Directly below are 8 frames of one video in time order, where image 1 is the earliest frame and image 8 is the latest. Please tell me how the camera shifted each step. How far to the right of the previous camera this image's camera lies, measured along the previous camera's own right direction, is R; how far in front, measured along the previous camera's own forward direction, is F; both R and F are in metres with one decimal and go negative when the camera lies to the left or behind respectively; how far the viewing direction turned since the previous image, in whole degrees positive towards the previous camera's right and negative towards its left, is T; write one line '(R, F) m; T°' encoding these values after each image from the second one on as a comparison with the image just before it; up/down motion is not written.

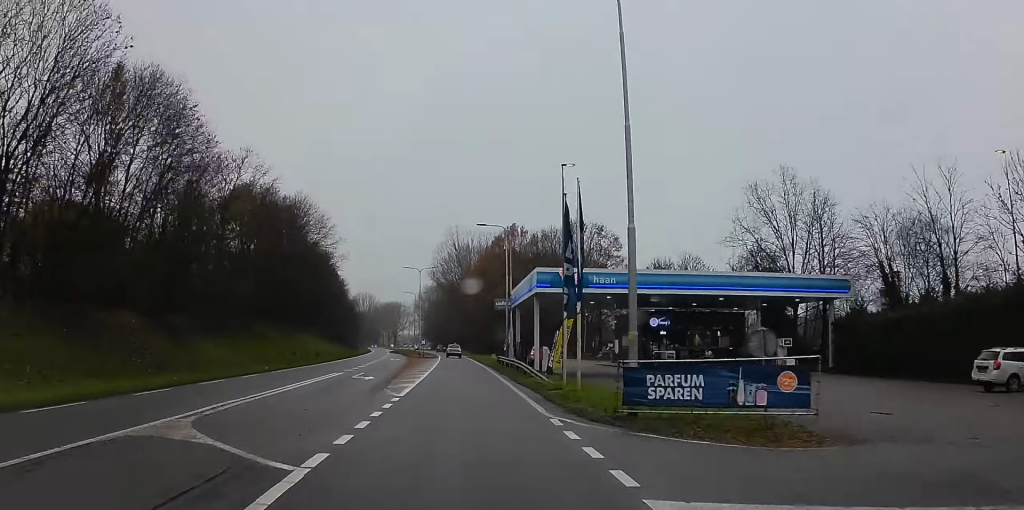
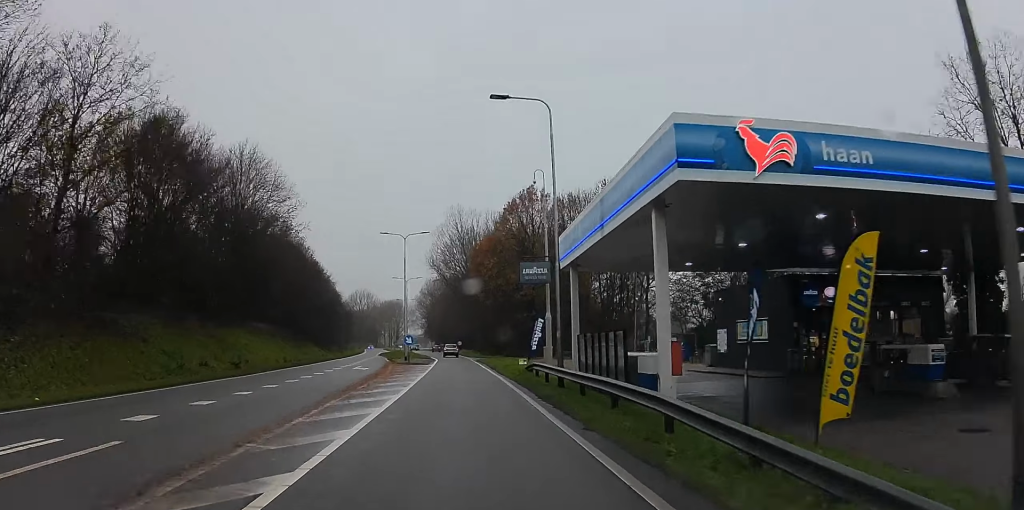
(+0.3, +26.5) m; 0°
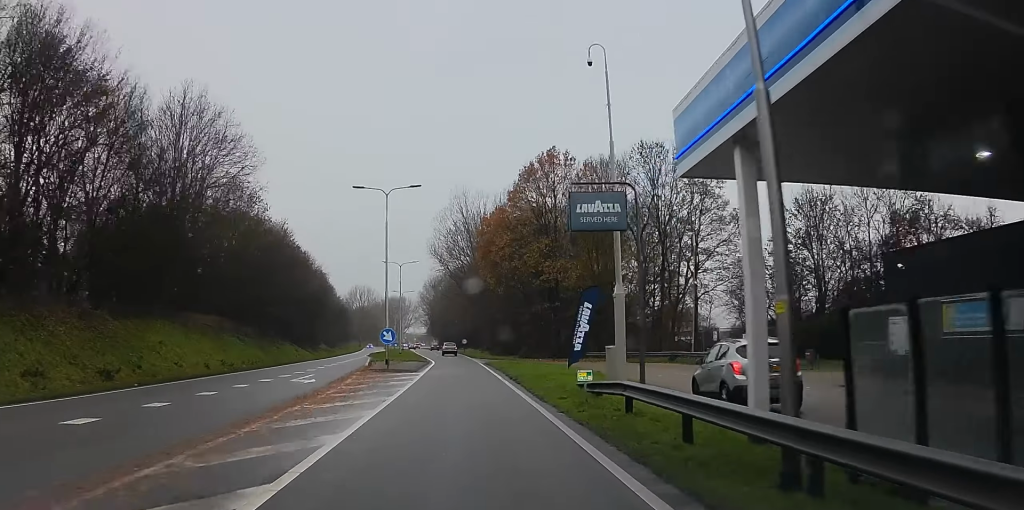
(-0.1, +17.0) m; +1°
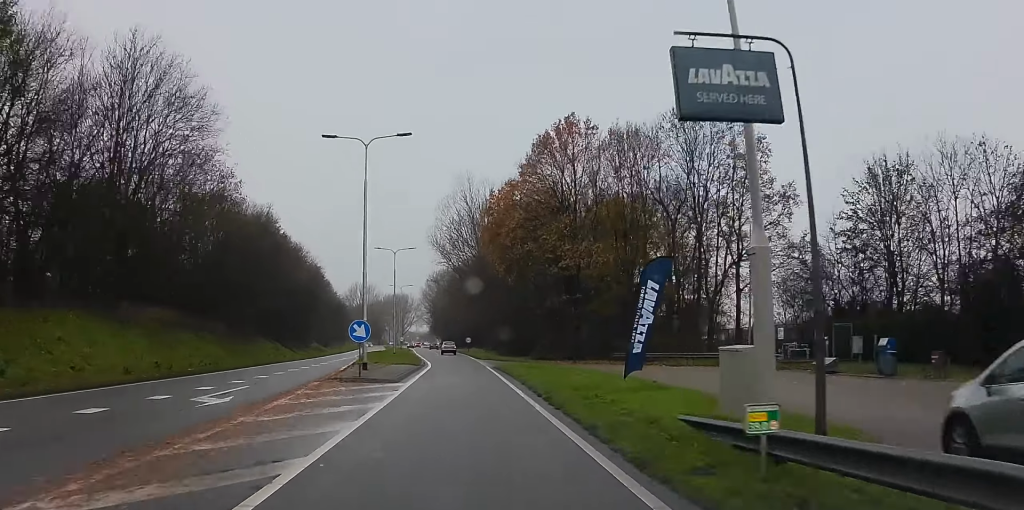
(-0.2, +10.2) m; +1°
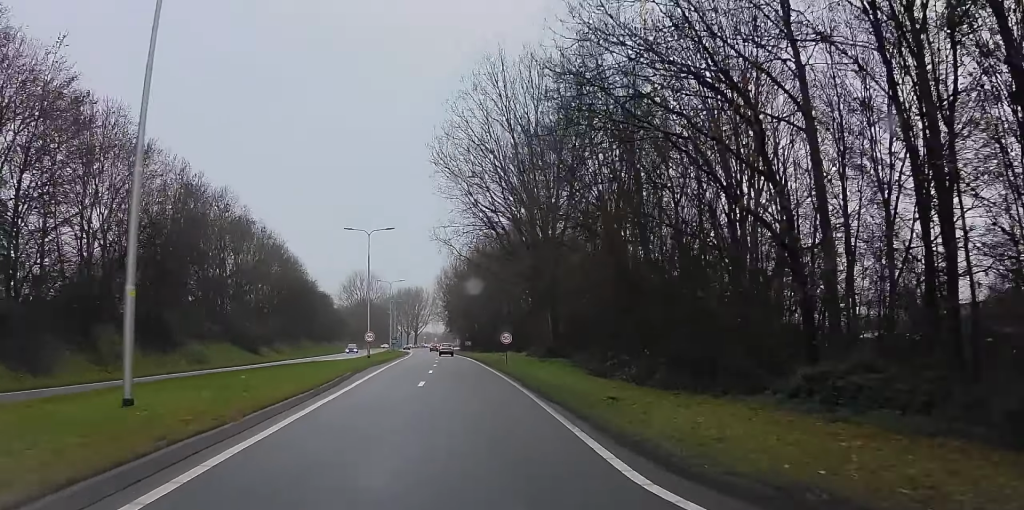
(-3.7, +58.0) m; -7°
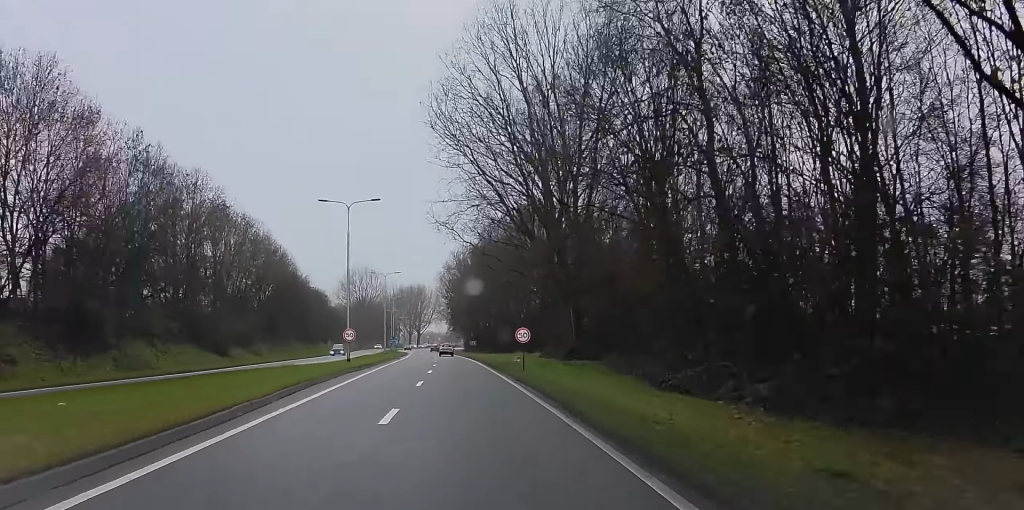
(0.0, +11.5) m; 0°
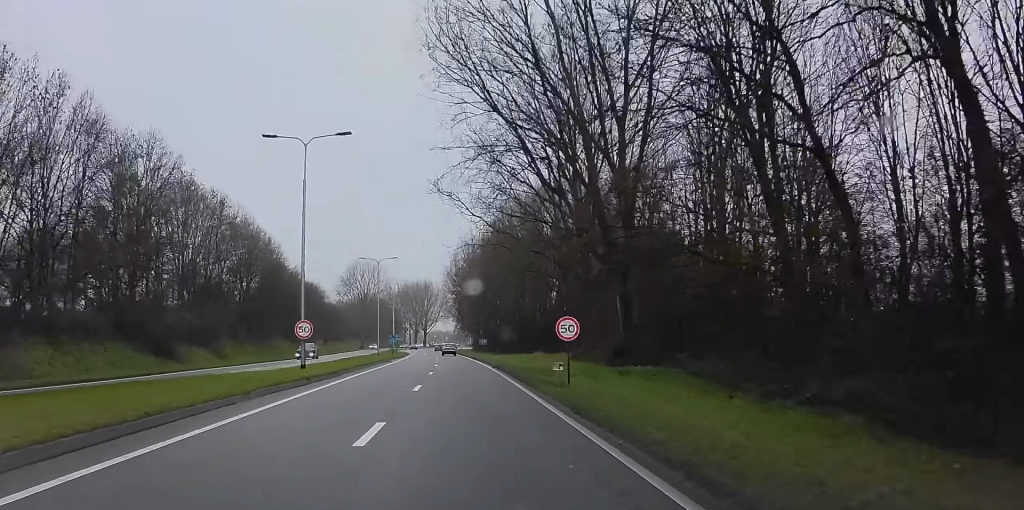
(0.0, +14.4) m; 0°
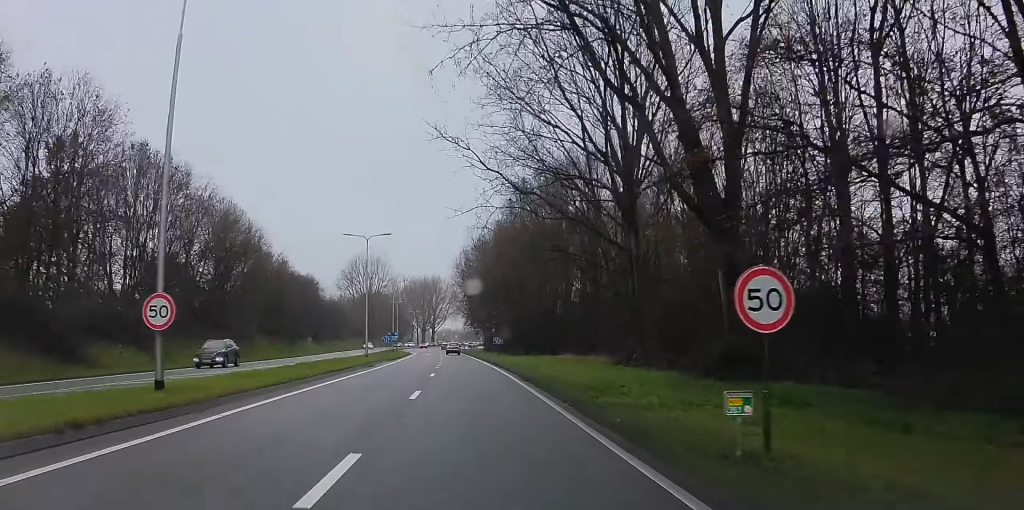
(0.0, +15.7) m; 0°
